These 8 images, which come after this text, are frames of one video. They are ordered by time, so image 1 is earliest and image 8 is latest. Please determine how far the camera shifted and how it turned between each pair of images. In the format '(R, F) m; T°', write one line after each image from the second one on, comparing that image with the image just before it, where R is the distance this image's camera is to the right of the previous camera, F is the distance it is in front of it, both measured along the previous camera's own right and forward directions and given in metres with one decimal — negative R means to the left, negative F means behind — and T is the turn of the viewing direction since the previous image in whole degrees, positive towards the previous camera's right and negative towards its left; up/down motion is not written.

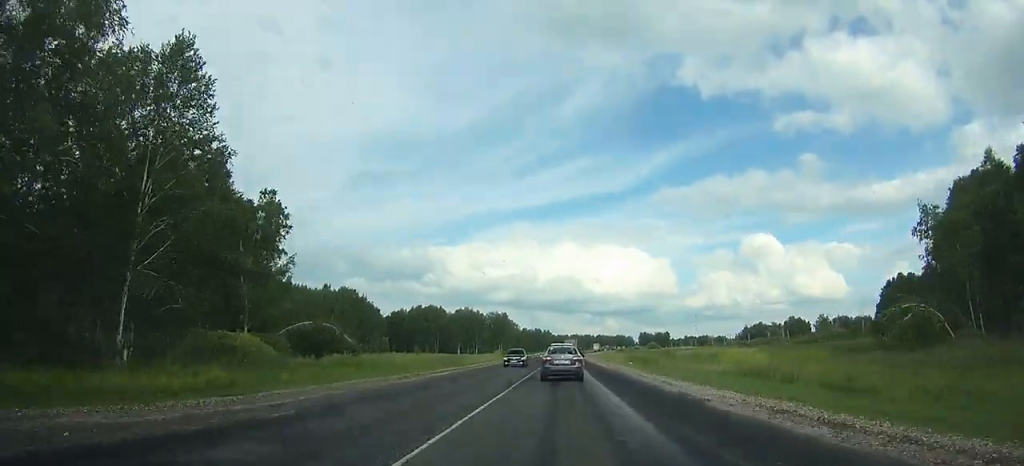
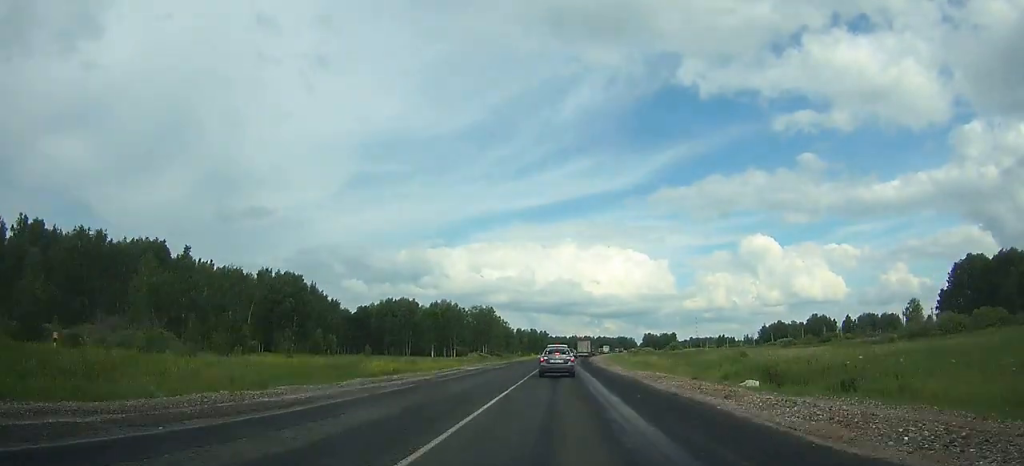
(-0.2, +43.5) m; 0°
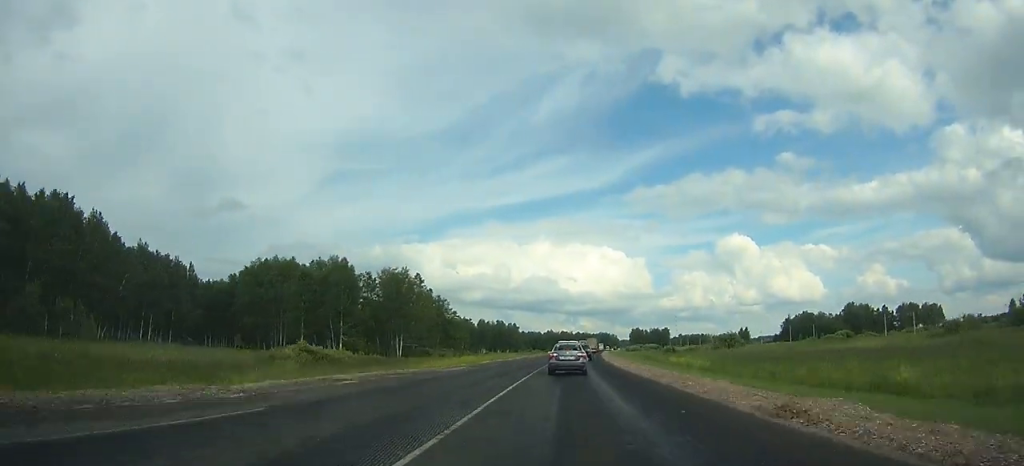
(+1.3, +84.6) m; +3°
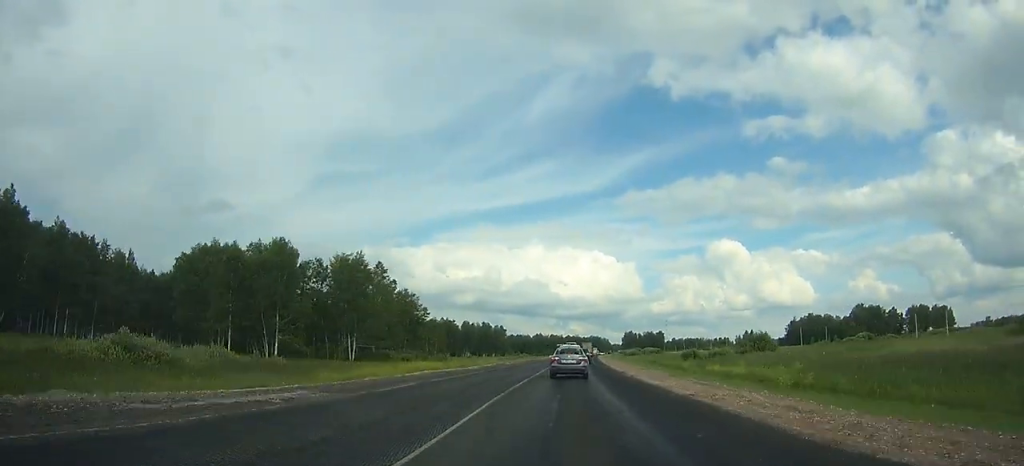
(+0.3, +23.3) m; +1°
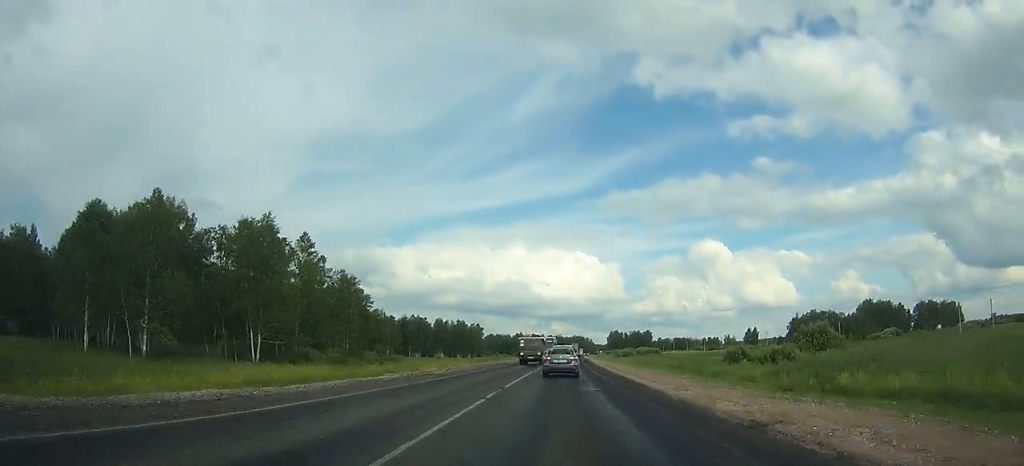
(+0.5, +28.4) m; +1°
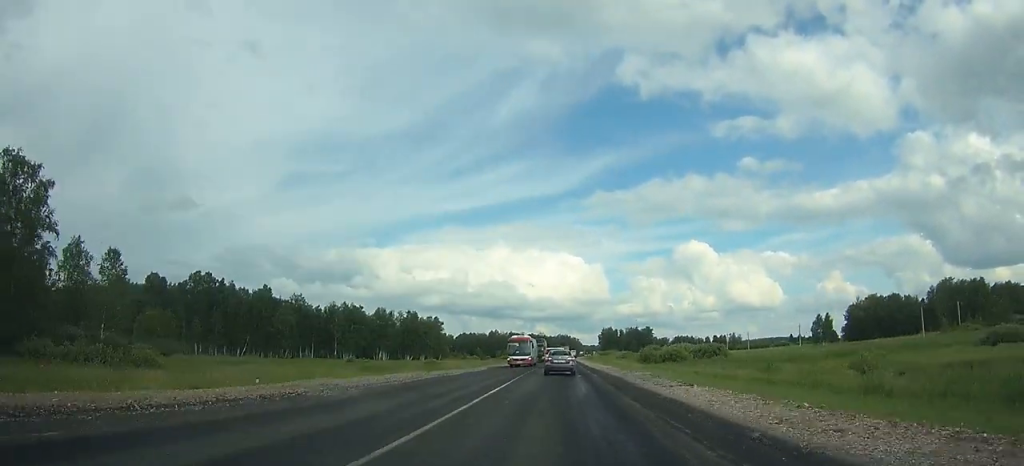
(+1.3, +80.7) m; +2°
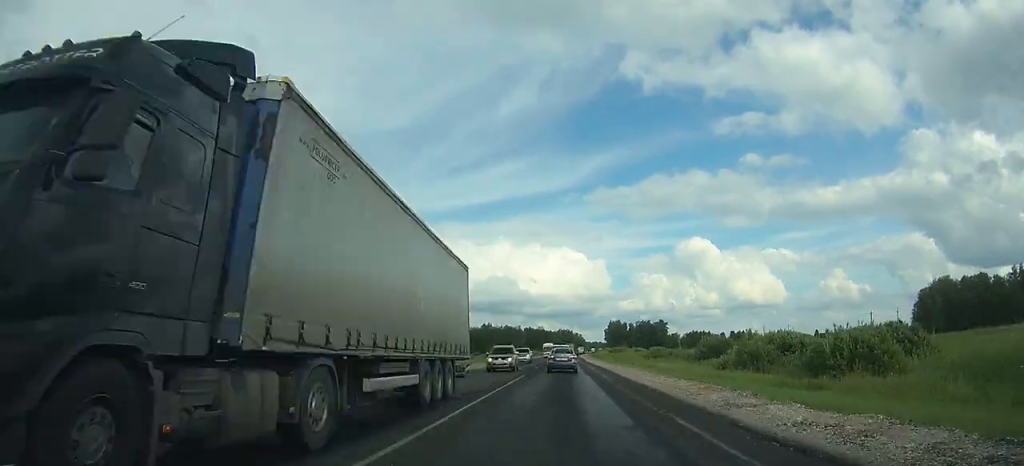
(+0.2, +49.9) m; 0°
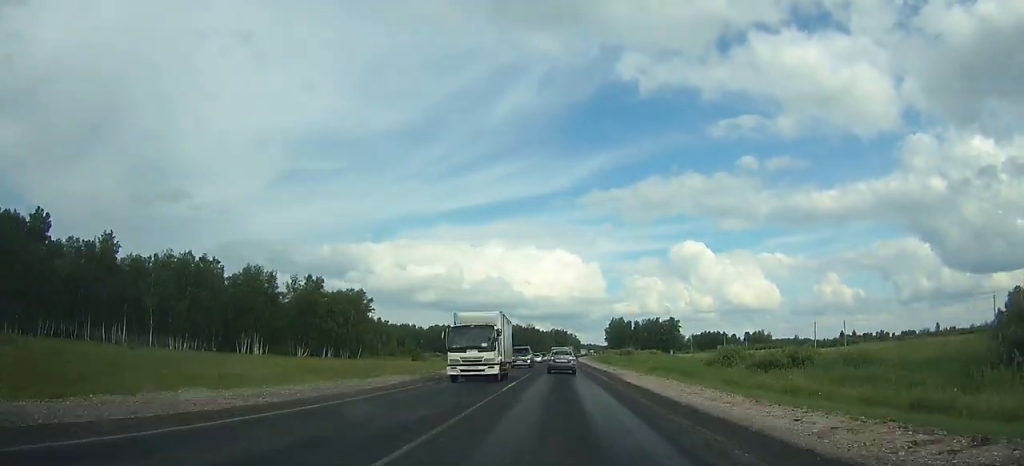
(0.0, +50.6) m; 0°
